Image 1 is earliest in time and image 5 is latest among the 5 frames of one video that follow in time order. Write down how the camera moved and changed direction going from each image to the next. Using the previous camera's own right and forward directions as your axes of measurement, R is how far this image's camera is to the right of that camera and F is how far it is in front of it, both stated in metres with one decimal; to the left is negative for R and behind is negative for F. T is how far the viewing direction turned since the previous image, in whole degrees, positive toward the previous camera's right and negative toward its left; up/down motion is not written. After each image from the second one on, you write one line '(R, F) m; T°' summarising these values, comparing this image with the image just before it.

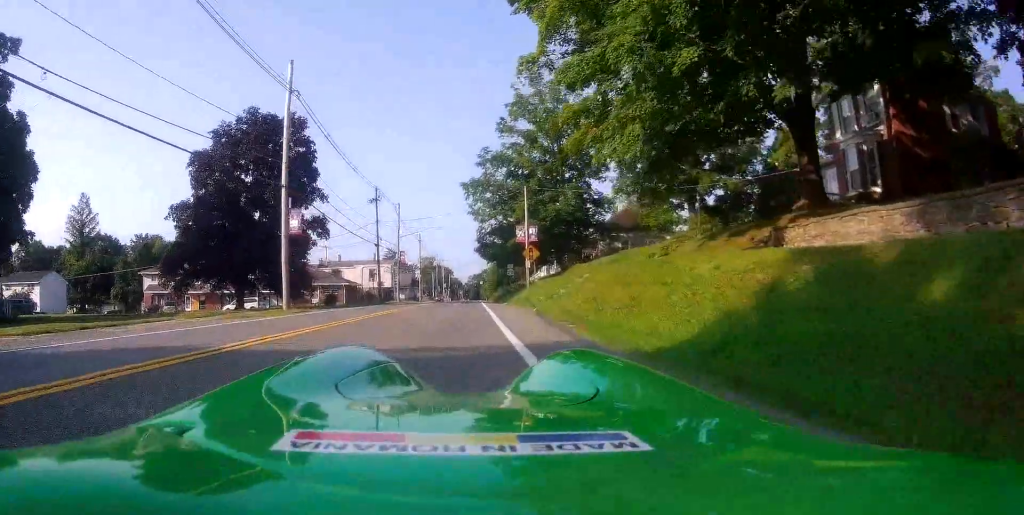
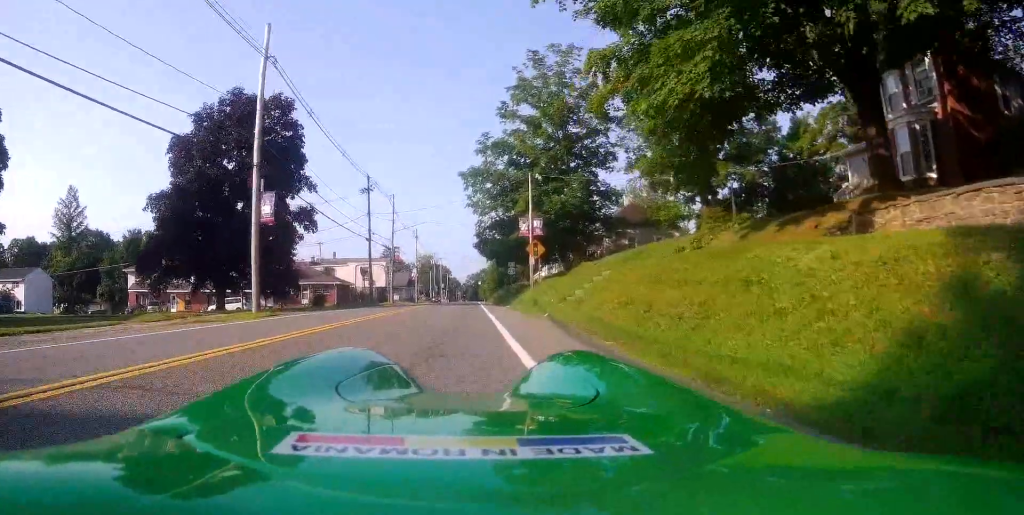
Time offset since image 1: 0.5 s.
(+0.3, +3.8) m; -2°
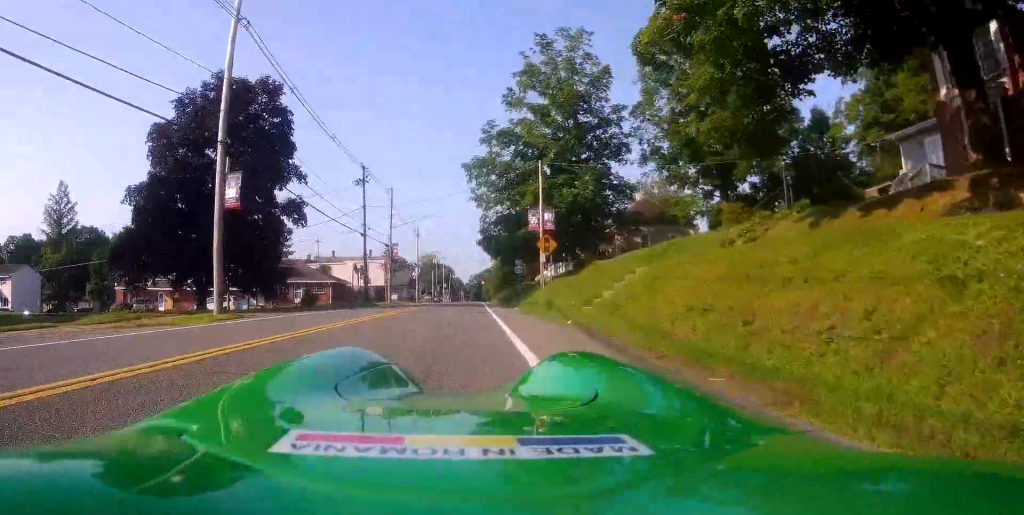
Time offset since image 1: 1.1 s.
(+0.1, +4.1) m; -1°
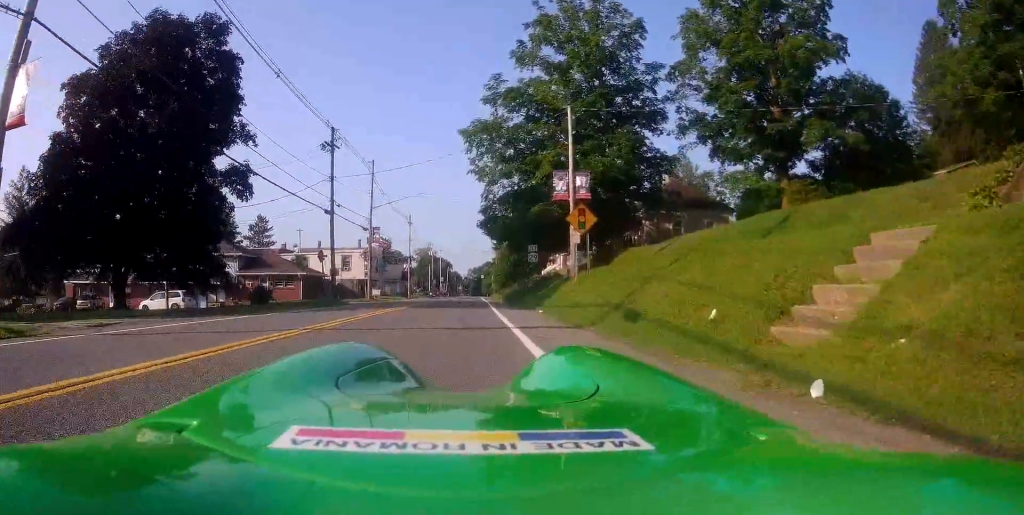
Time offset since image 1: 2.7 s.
(-0.2, +10.7) m; +1°
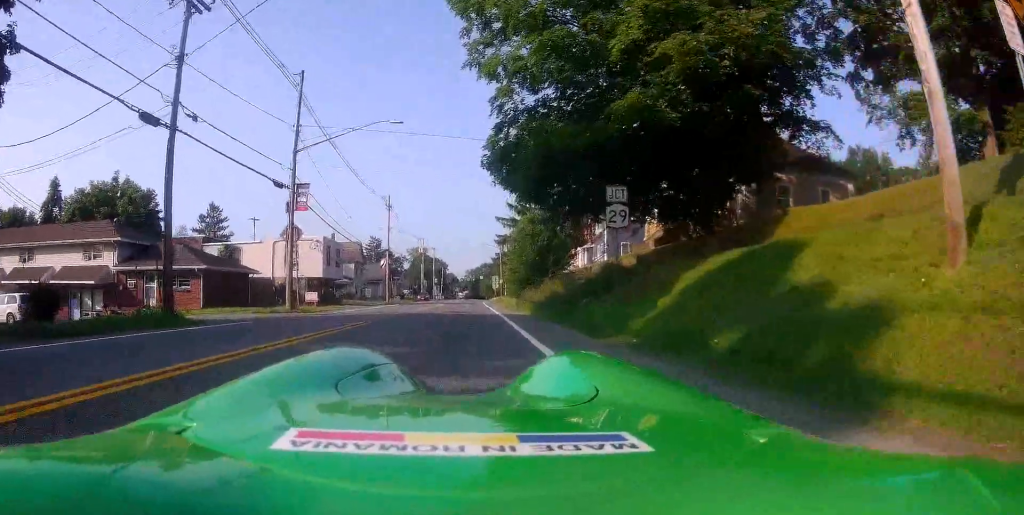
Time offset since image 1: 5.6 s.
(-0.7, +20.2) m; +1°
